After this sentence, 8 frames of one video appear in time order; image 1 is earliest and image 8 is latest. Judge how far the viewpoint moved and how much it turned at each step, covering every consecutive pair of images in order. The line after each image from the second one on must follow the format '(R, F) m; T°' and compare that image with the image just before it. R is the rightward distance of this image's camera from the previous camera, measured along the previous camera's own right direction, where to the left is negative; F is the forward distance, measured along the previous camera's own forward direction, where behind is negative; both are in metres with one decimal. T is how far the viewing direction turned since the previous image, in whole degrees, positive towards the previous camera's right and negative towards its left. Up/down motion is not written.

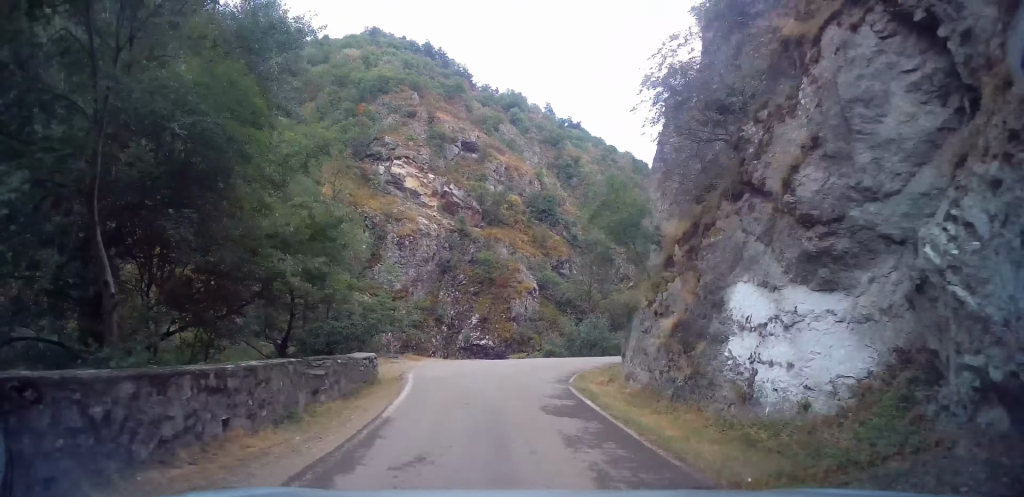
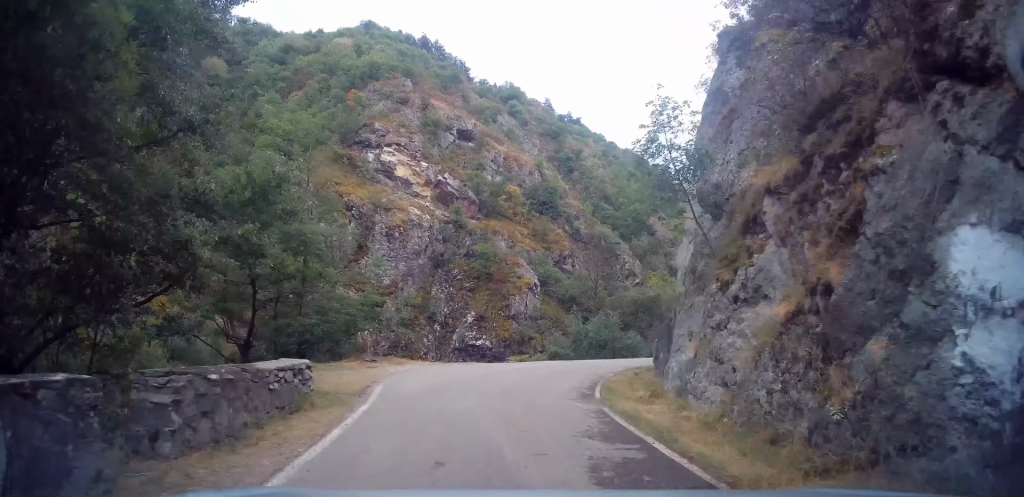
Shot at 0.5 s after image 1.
(-0.1, +4.9) m; +2°
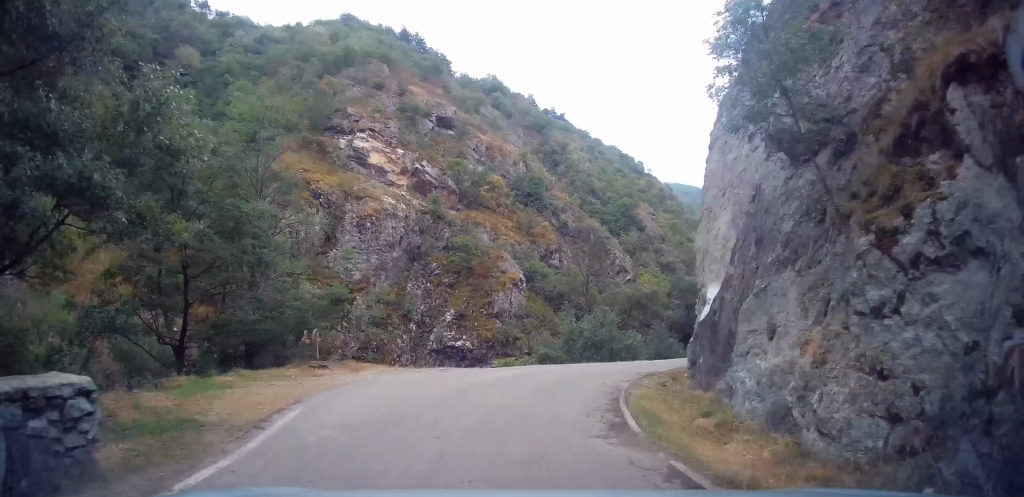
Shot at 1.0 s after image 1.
(+0.3, +5.0) m; +3°
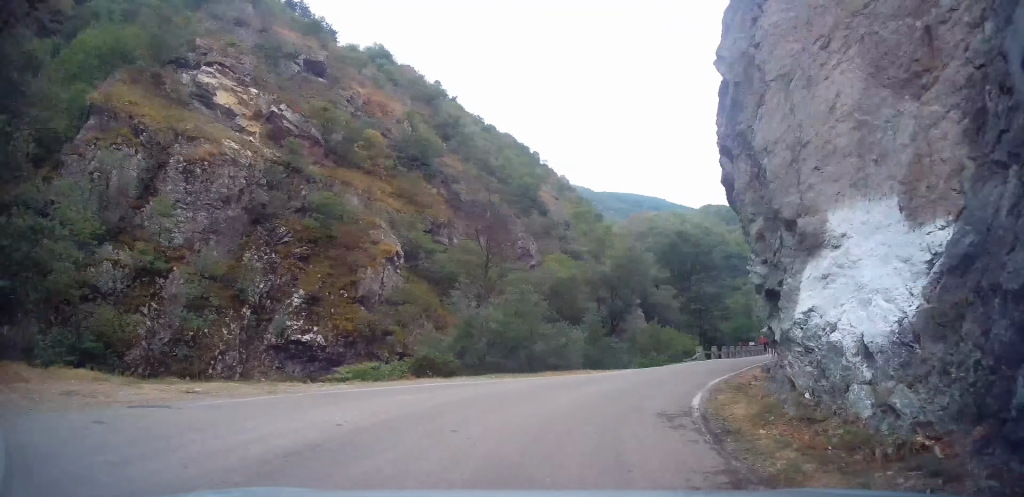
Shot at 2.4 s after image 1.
(+0.6, +13.4) m; +9°
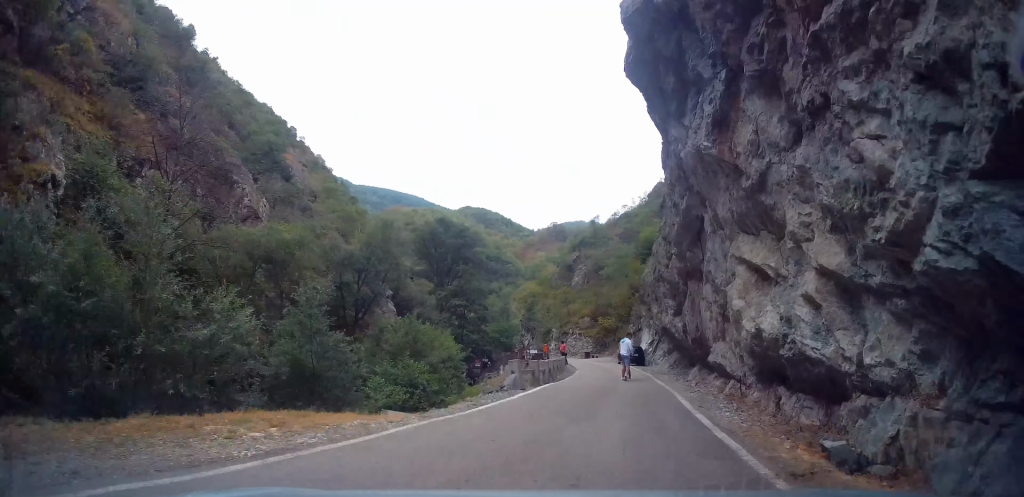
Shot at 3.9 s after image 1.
(+3.0, +12.8) m; +26°
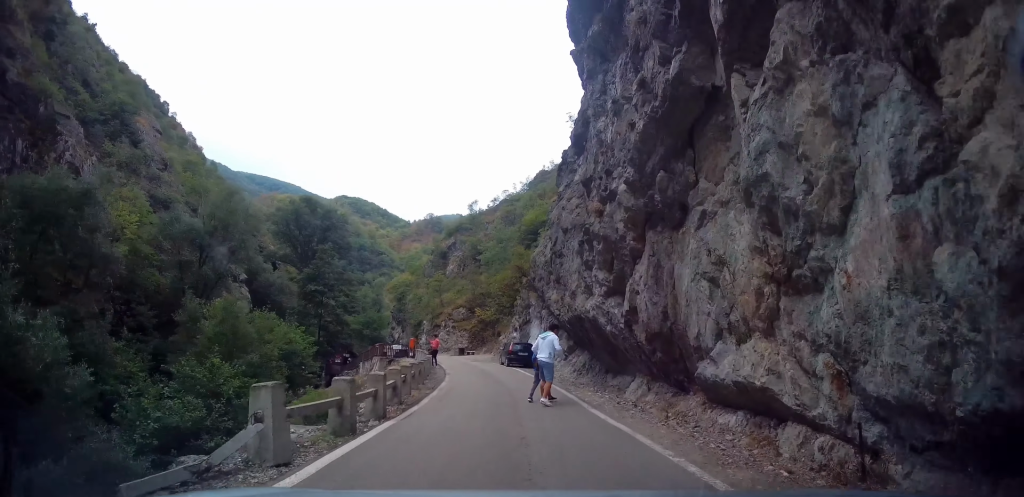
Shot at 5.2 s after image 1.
(+1.4, +8.5) m; +13°
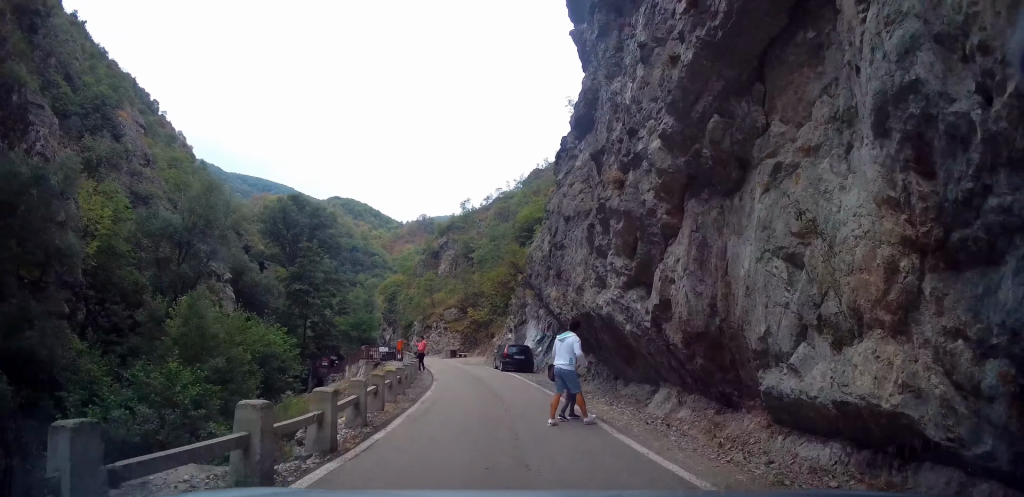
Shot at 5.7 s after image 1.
(+0.1, +2.9) m; +1°
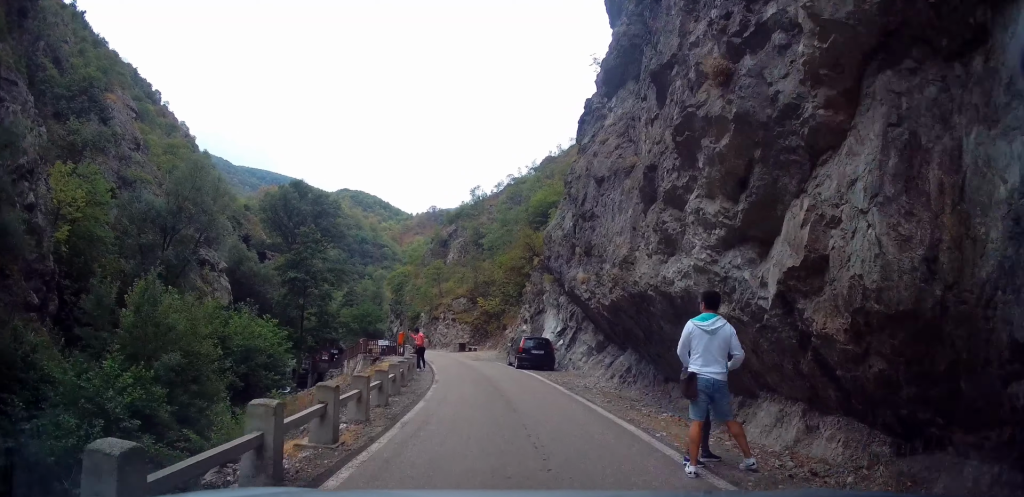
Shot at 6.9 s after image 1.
(-0.1, +5.3) m; 0°
